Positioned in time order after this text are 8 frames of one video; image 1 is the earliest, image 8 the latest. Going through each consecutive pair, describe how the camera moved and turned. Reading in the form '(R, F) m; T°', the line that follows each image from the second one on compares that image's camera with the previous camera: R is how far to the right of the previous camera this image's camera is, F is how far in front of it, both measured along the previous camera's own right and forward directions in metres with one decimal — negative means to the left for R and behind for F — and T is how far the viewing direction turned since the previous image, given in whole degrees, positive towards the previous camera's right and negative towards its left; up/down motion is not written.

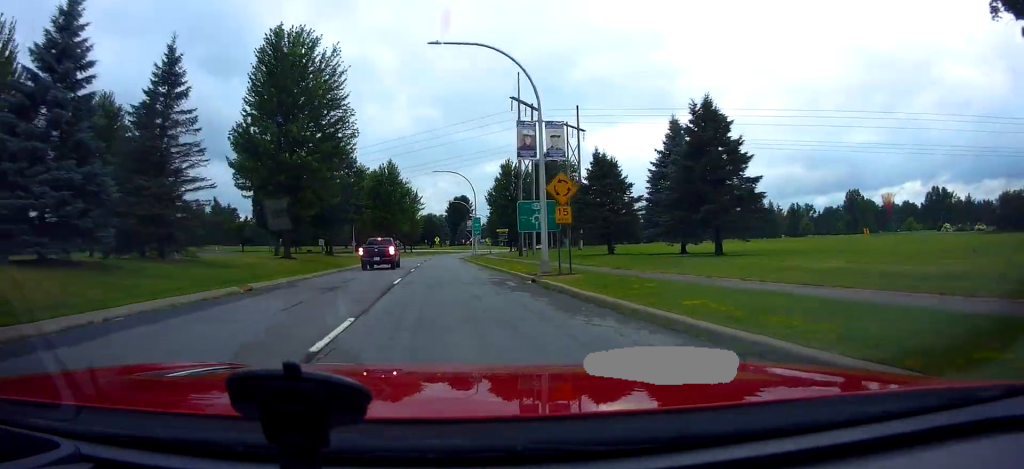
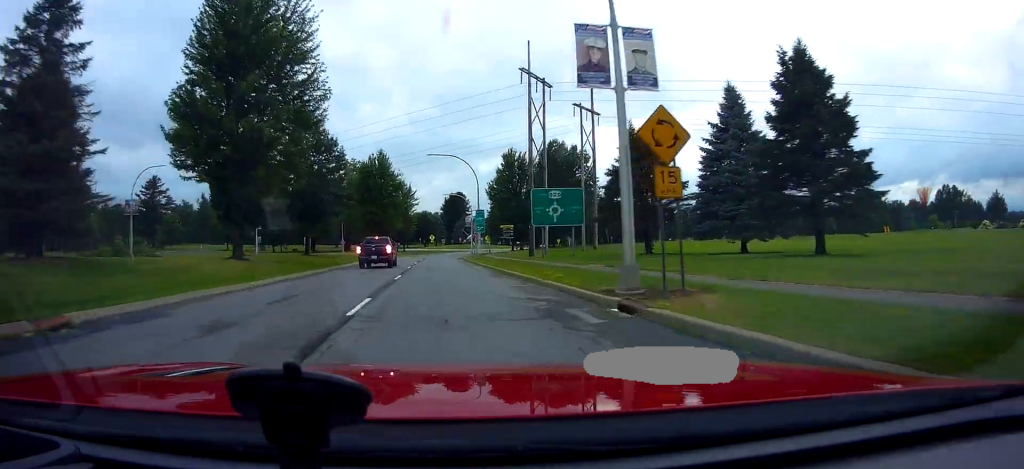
(+0.3, +9.6) m; +1°
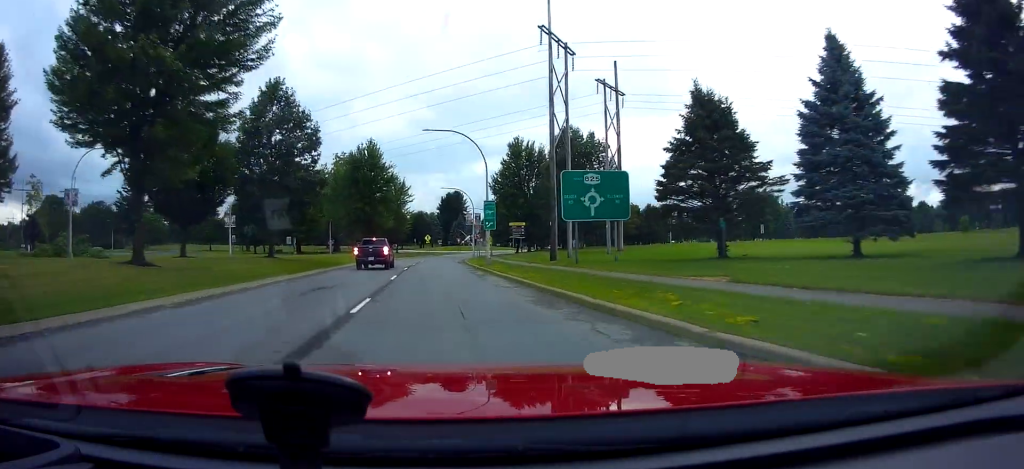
(+0.1, +10.7) m; -1°
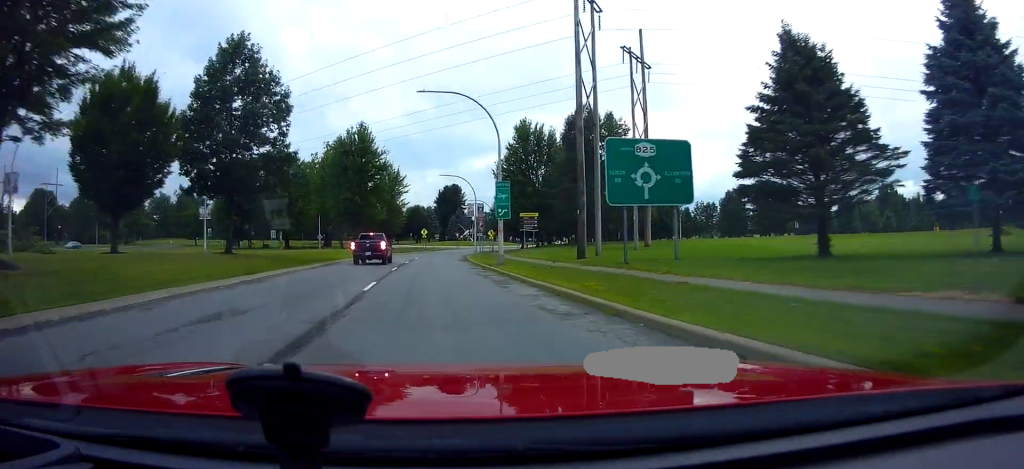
(+0.2, +8.4) m; -1°
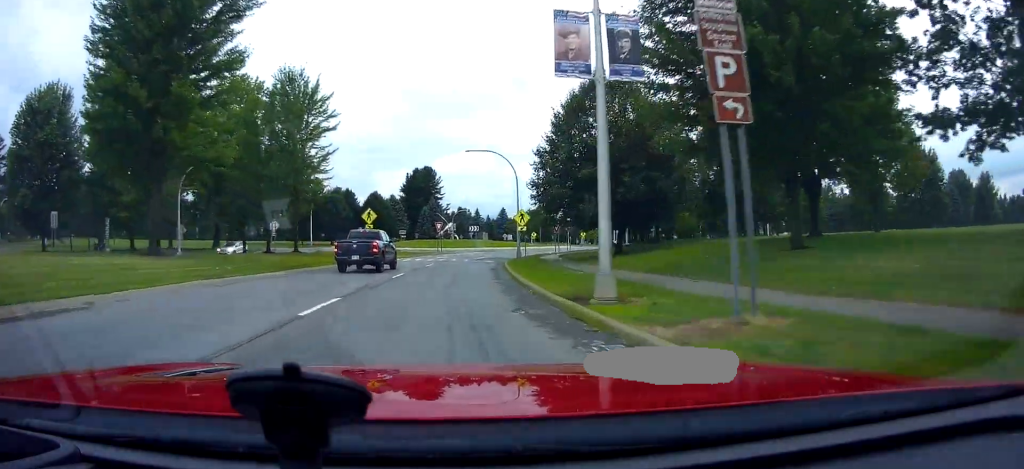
(+0.6, +53.5) m; +3°
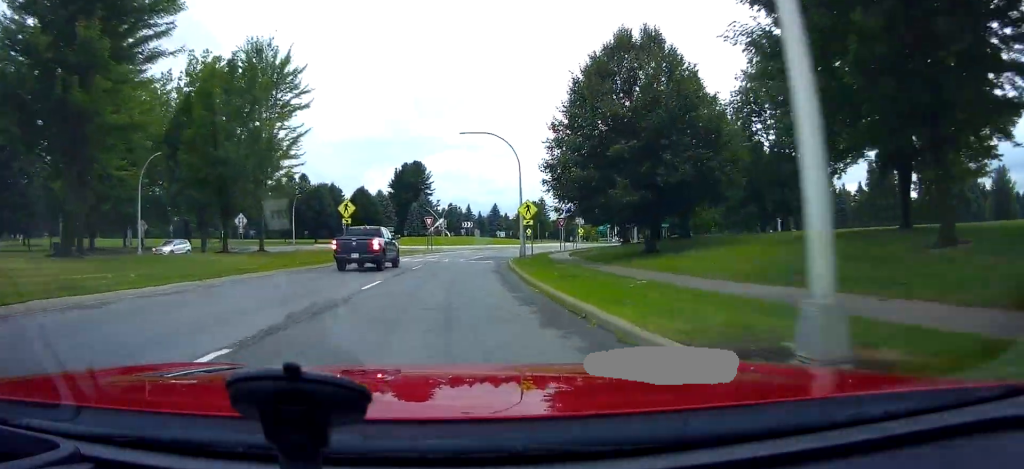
(+0.5, +6.7) m; +2°
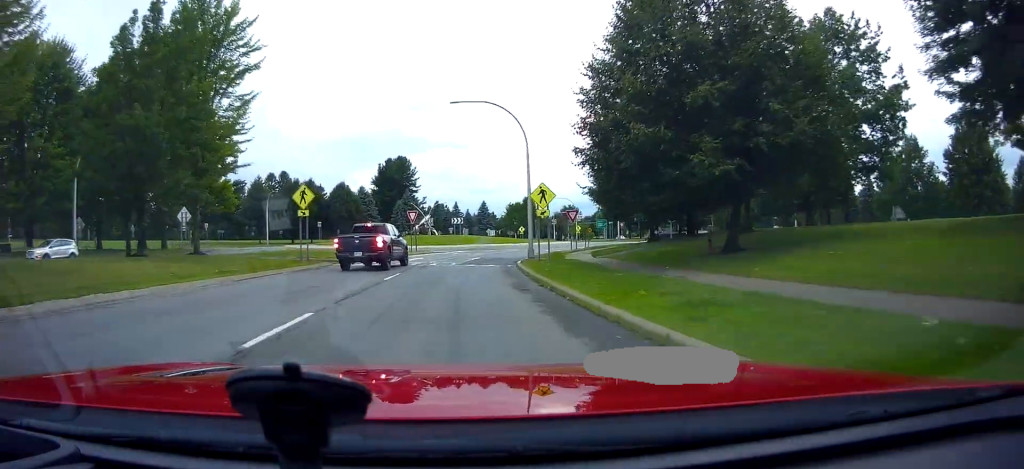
(+0.1, +8.7) m; +2°
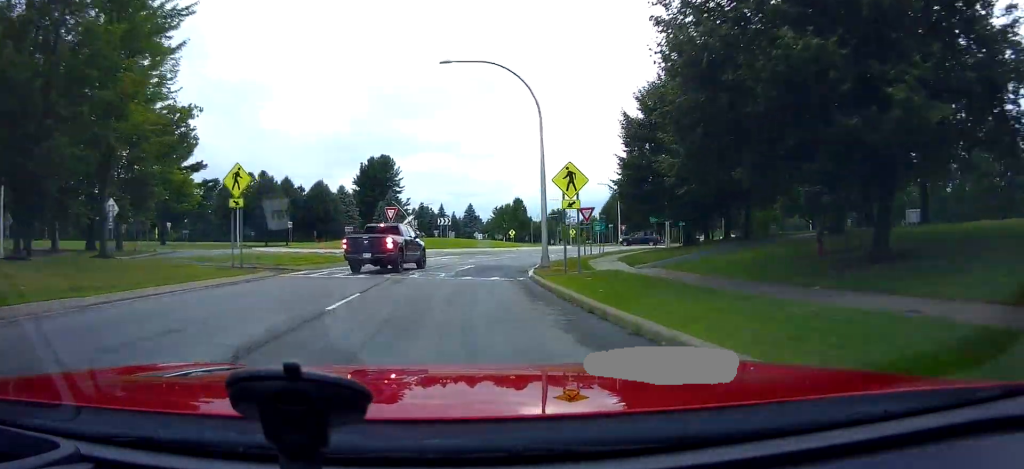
(-0.4, +8.0) m; +1°
